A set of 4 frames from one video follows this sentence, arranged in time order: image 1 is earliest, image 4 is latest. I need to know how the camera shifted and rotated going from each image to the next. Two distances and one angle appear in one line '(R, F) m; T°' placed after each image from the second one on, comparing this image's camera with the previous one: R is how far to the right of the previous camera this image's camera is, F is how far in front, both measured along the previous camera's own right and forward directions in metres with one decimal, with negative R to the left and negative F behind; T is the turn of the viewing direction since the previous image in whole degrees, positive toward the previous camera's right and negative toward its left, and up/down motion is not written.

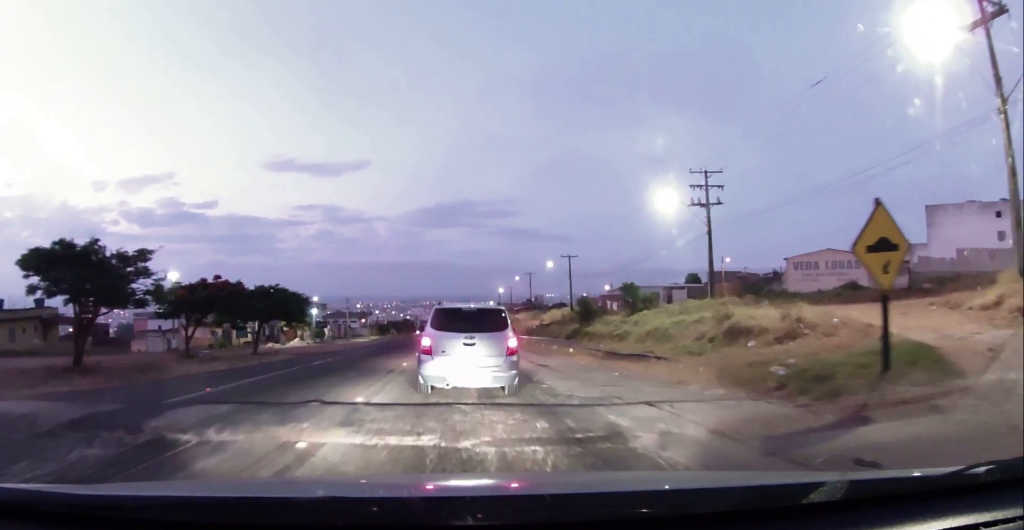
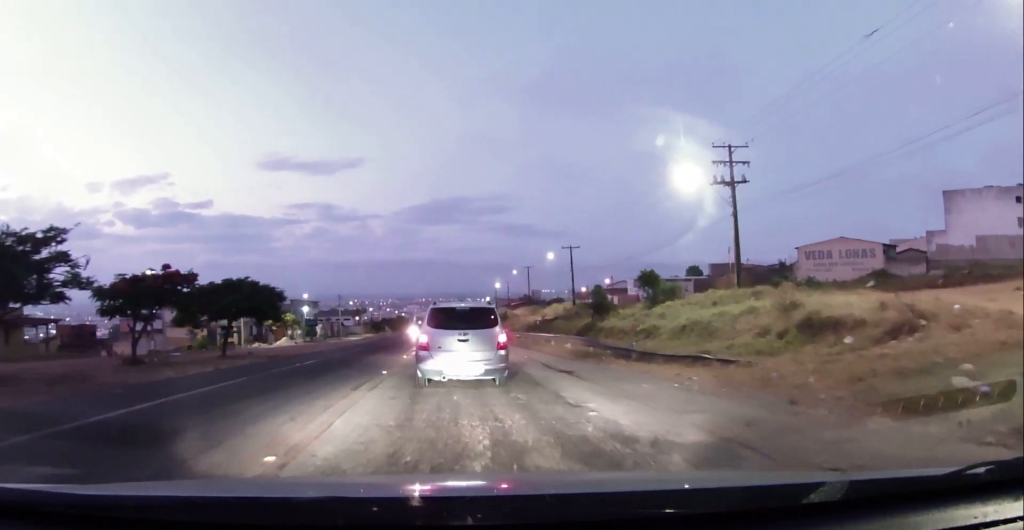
(-0.1, +5.4) m; -3°
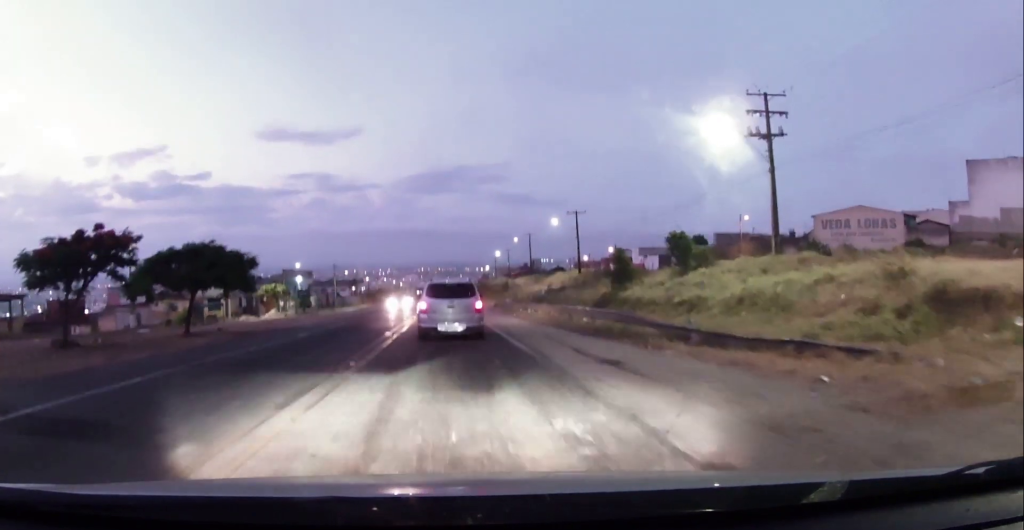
(-0.2, +4.8) m; +3°
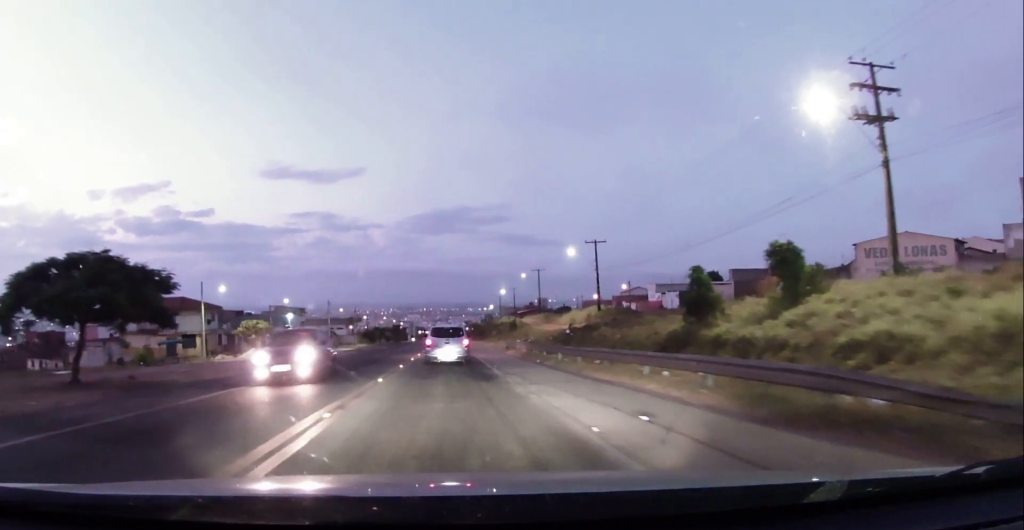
(+0.2, +7.5) m; 0°
